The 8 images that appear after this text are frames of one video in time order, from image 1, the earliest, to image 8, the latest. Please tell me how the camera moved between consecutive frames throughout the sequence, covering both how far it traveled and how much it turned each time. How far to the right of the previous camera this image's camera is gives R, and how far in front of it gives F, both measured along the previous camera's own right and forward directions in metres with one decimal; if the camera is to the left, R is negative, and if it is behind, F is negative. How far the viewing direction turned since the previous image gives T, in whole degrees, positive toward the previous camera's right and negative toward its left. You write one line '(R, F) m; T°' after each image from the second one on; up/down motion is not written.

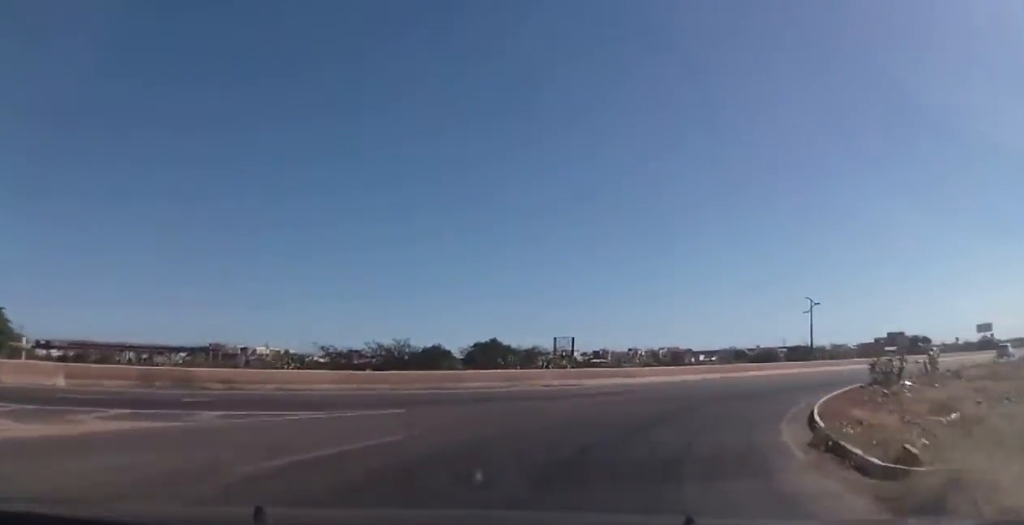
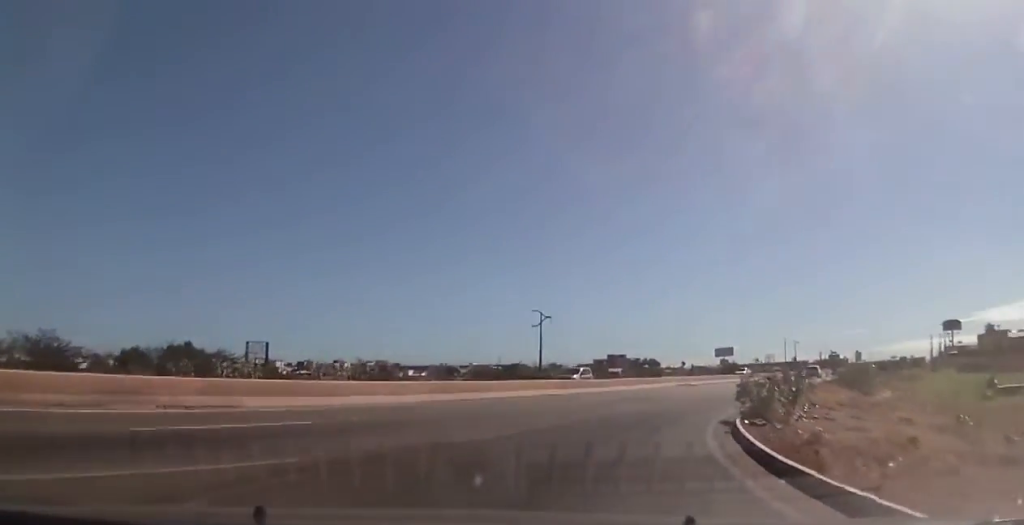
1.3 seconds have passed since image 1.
(+2.8, +12.2) m; +23°
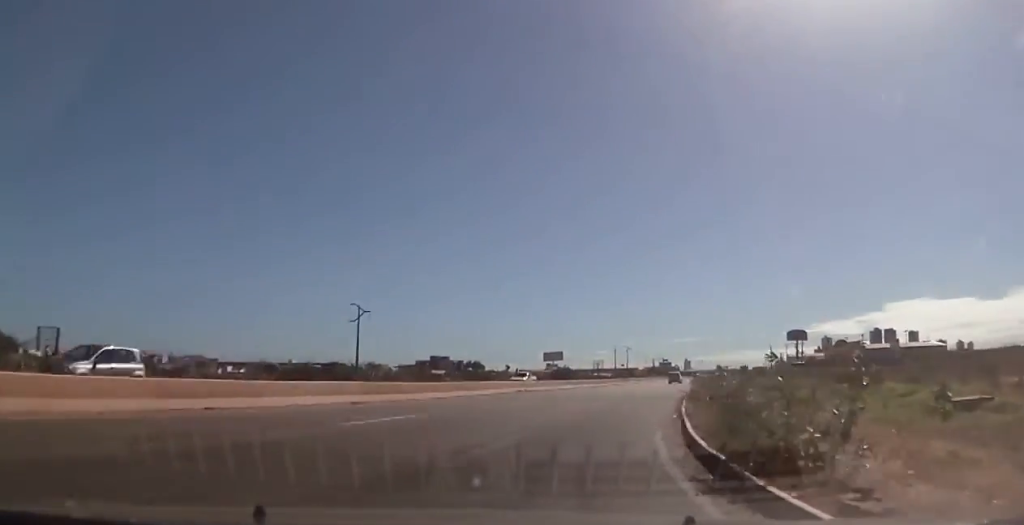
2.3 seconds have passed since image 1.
(+0.6, +9.3) m; +16°
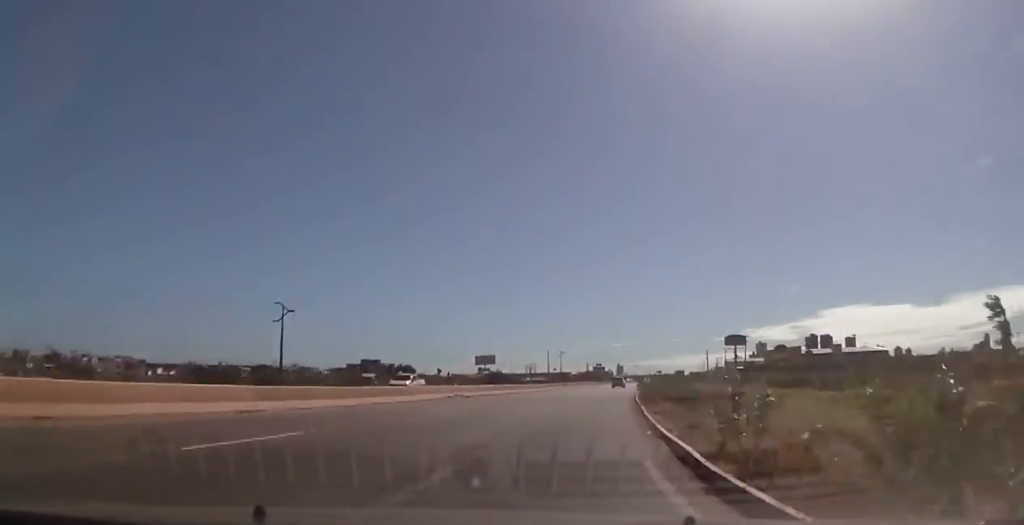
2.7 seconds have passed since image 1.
(+0.7, +4.4) m; +7°
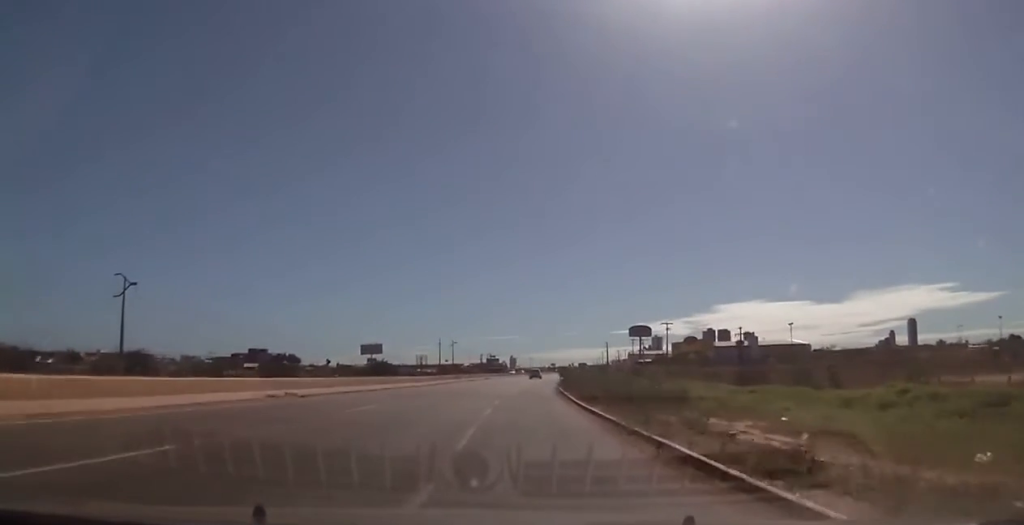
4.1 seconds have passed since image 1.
(+3.1, +15.6) m; +16°
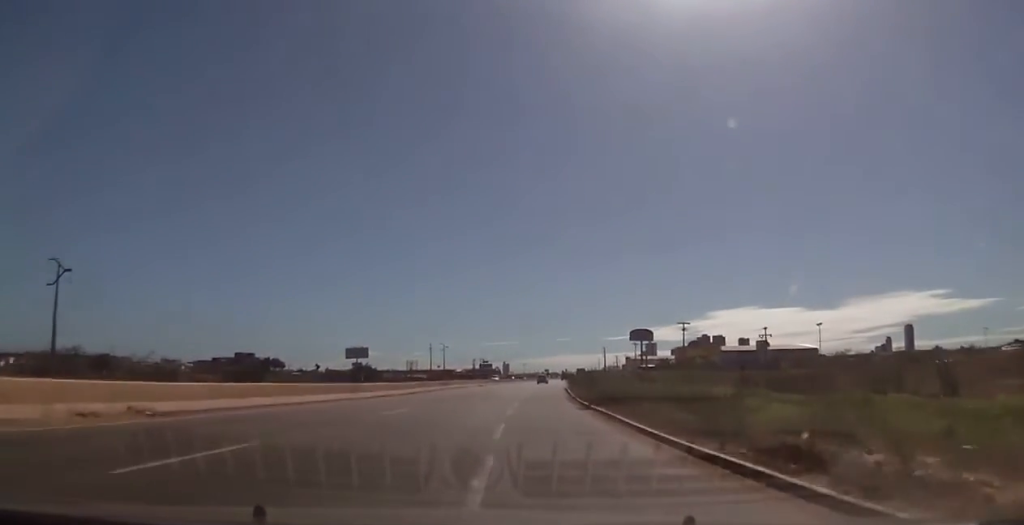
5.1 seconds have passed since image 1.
(+0.6, +12.2) m; +7°
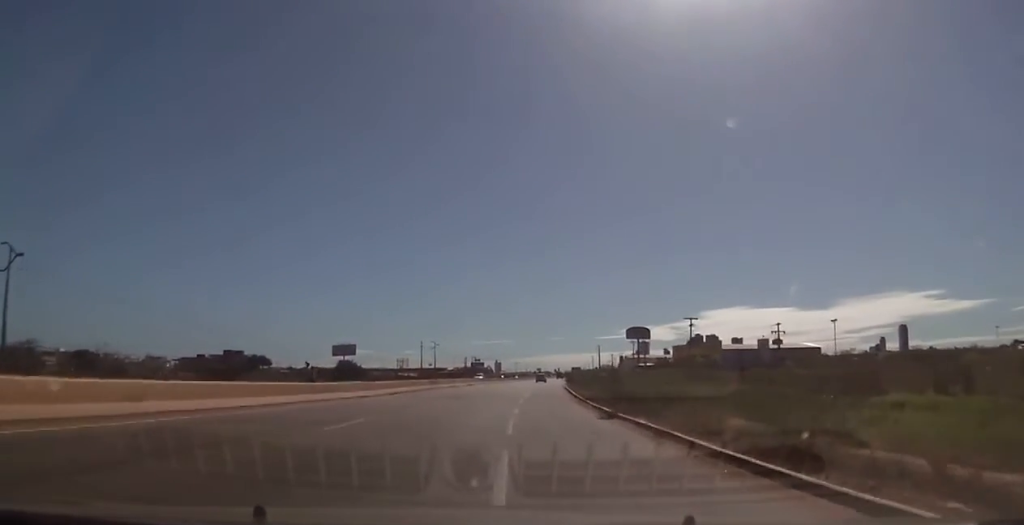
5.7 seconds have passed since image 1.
(+0.3, +6.9) m; +2°
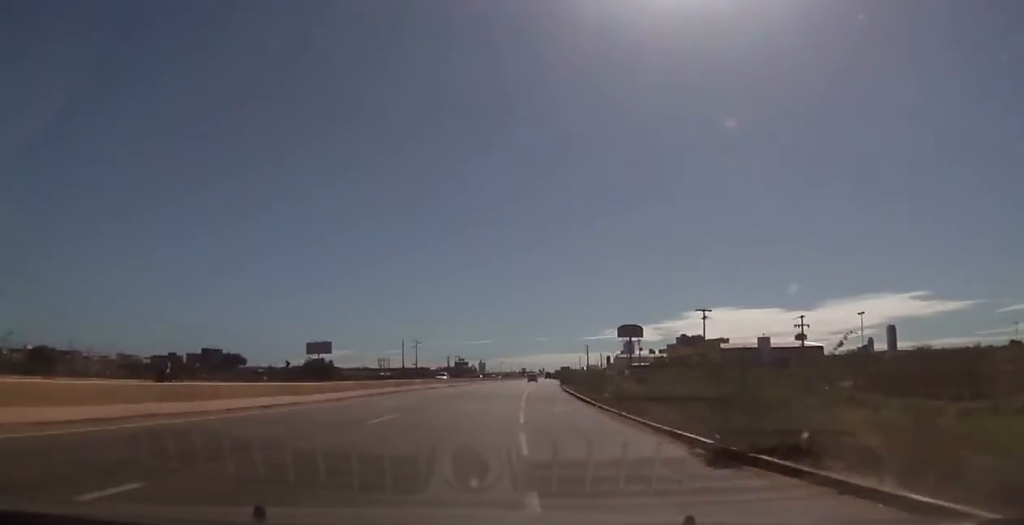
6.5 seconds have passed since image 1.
(+0.5, +11.2) m; +1°
